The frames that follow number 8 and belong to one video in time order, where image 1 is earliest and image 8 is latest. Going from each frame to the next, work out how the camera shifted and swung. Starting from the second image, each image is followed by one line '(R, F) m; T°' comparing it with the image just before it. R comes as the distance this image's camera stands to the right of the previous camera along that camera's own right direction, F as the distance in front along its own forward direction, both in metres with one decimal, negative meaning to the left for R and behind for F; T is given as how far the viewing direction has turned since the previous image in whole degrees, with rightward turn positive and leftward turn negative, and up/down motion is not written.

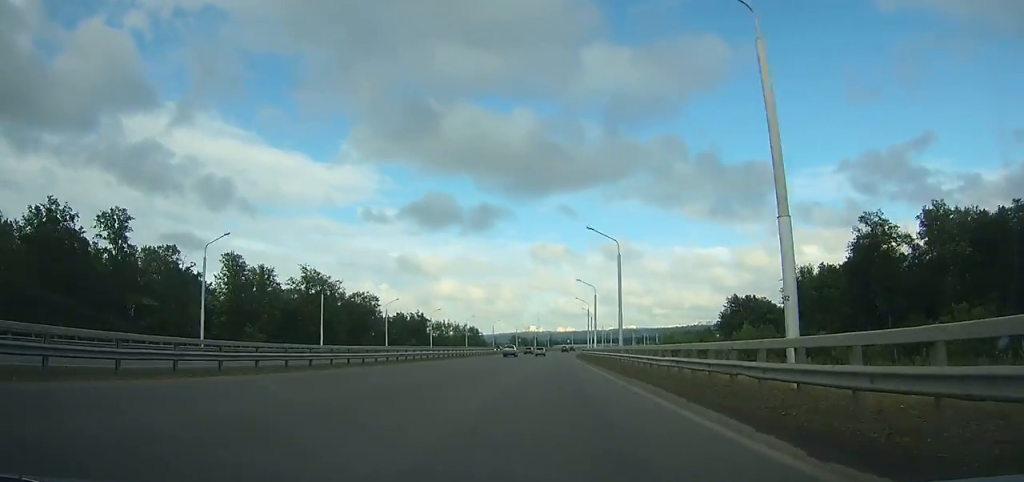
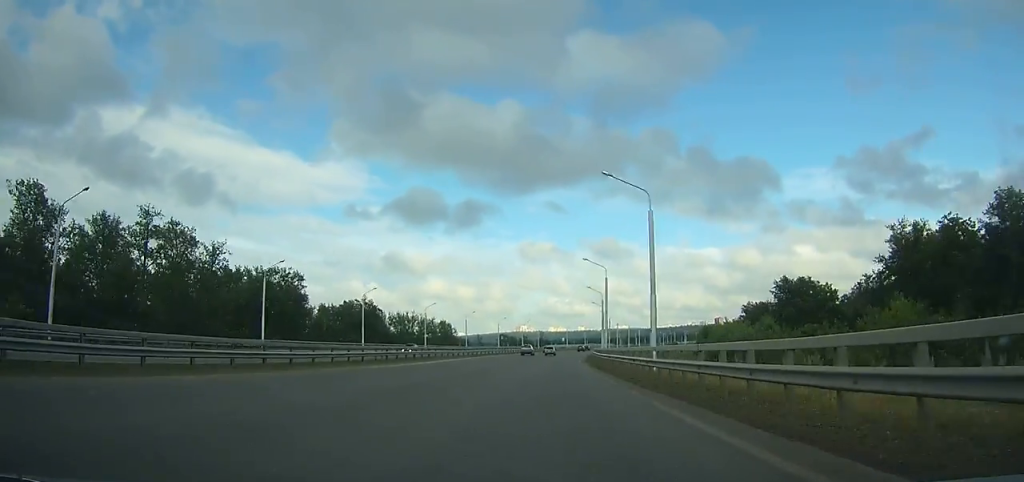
(+0.4, +50.7) m; +1°
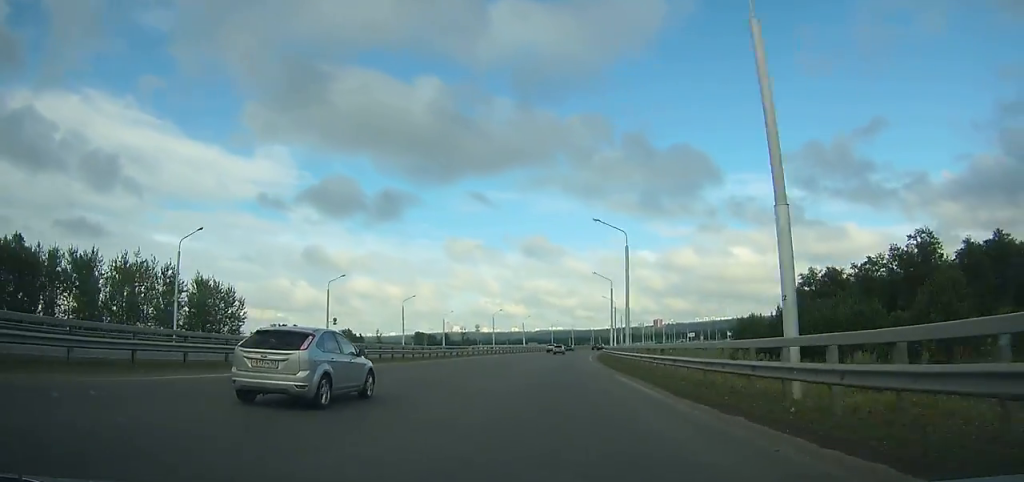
(+3.4, +115.7) m; +6°
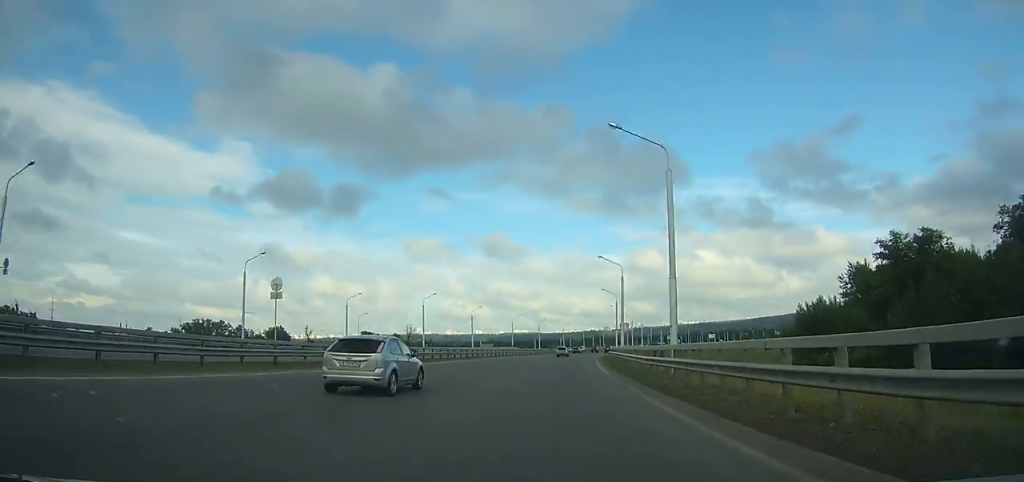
(+2.7, +54.4) m; +4°
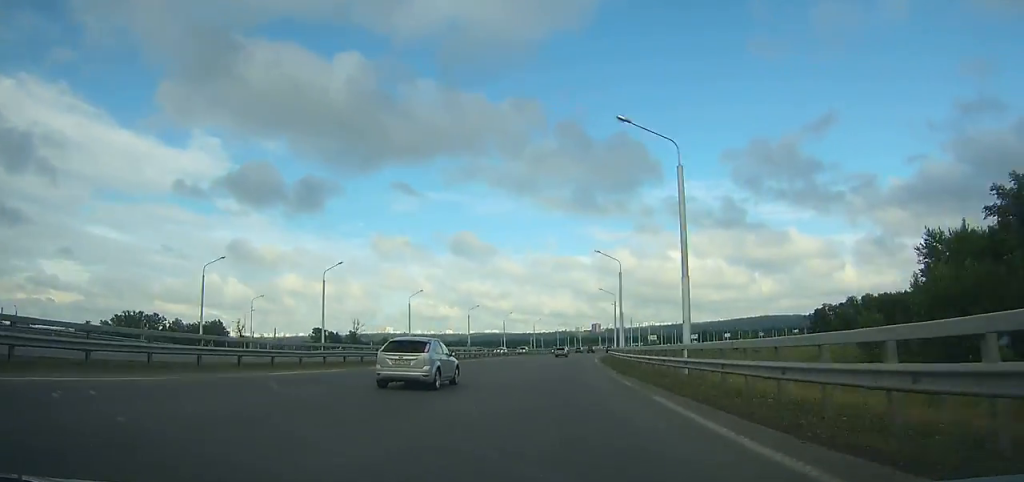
(+0.2, +38.1) m; +3°
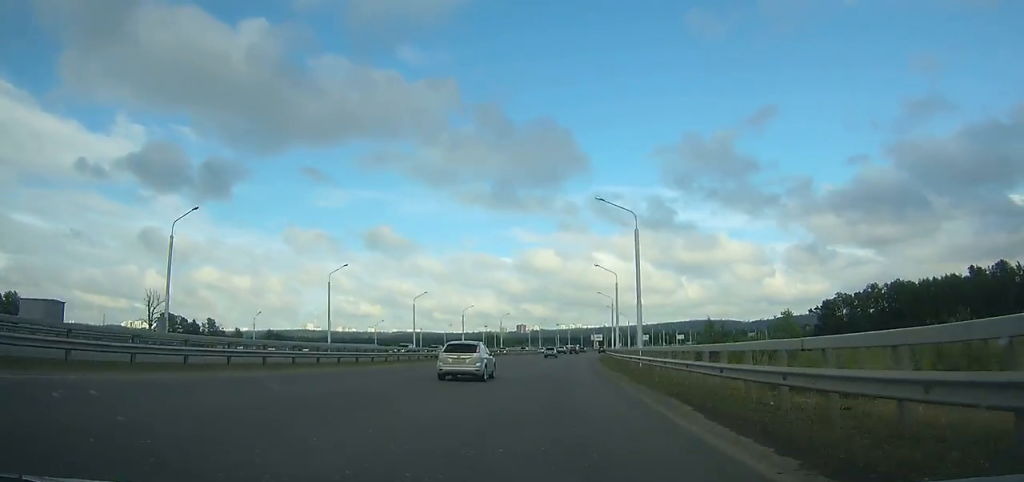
(+6.4, +92.7) m; +7°
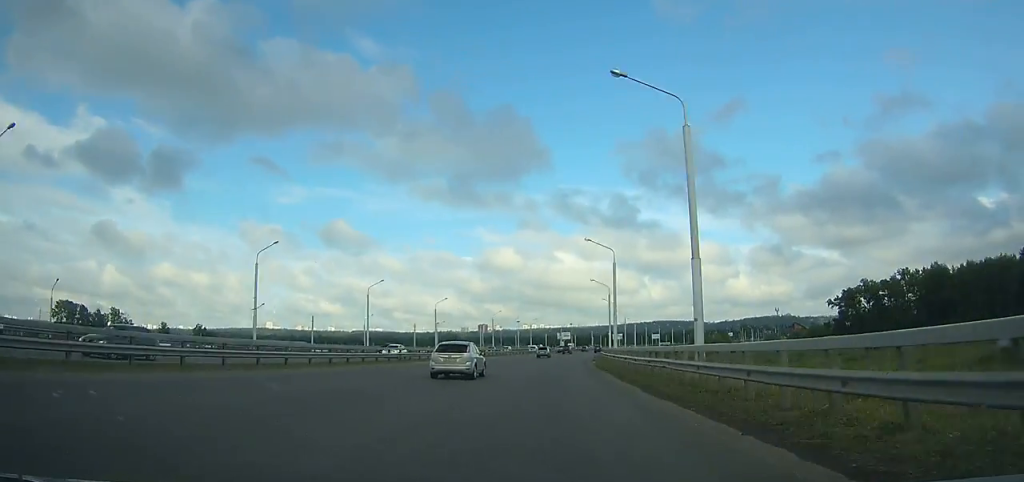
(+1.5, +49.4) m; +3°
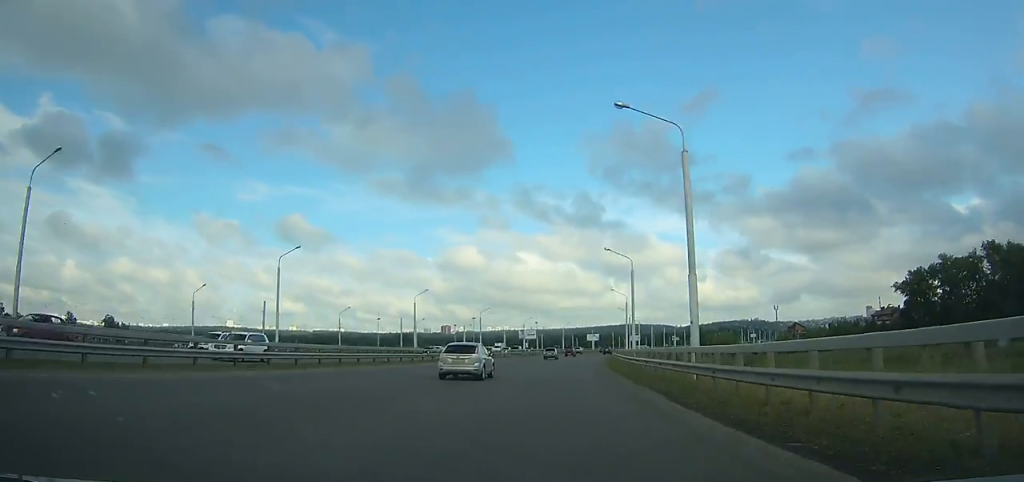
(+2.6, +60.0) m; +4°
